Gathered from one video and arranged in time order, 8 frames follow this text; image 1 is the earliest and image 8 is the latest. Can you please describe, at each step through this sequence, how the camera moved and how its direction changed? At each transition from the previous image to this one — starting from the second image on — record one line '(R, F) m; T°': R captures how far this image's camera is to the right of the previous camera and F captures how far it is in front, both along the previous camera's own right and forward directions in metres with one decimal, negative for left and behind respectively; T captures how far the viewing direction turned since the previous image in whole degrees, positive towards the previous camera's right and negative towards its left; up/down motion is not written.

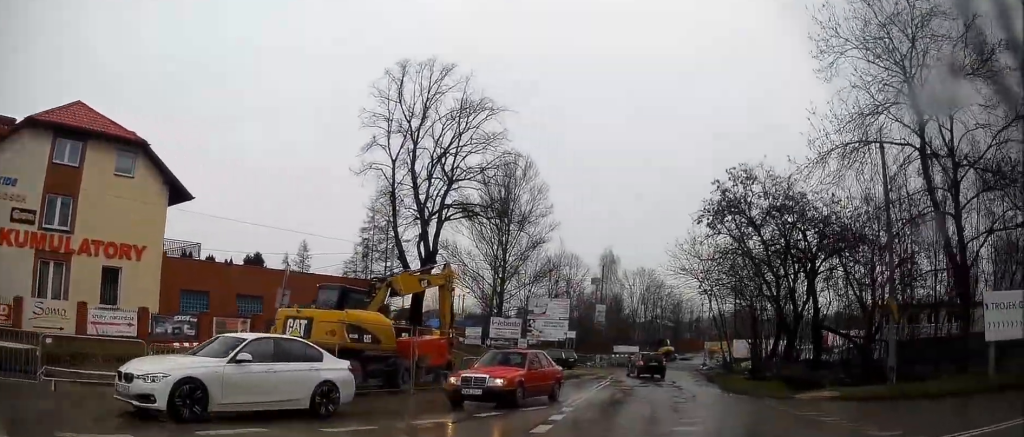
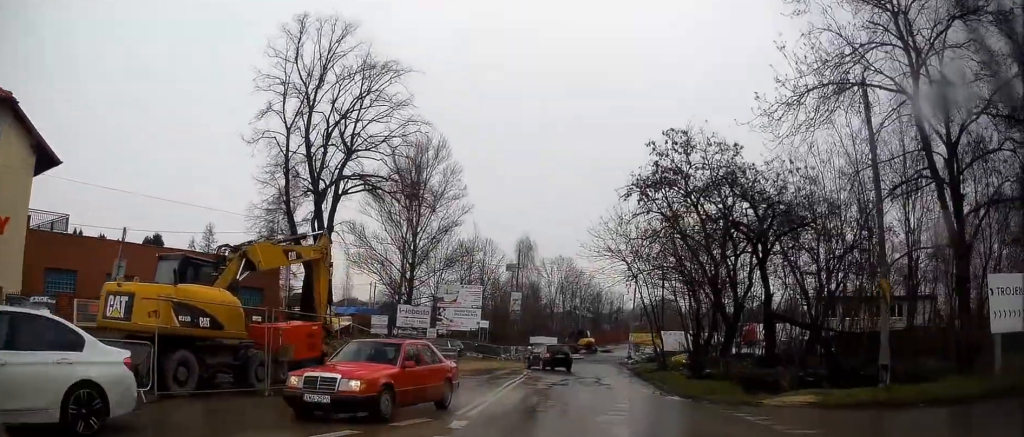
(+0.5, +4.1) m; +8°
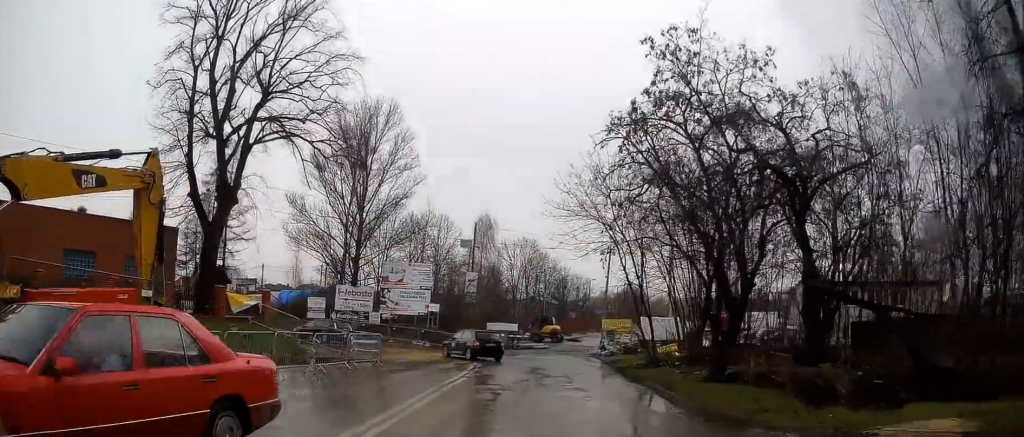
(+0.6, +7.1) m; +6°
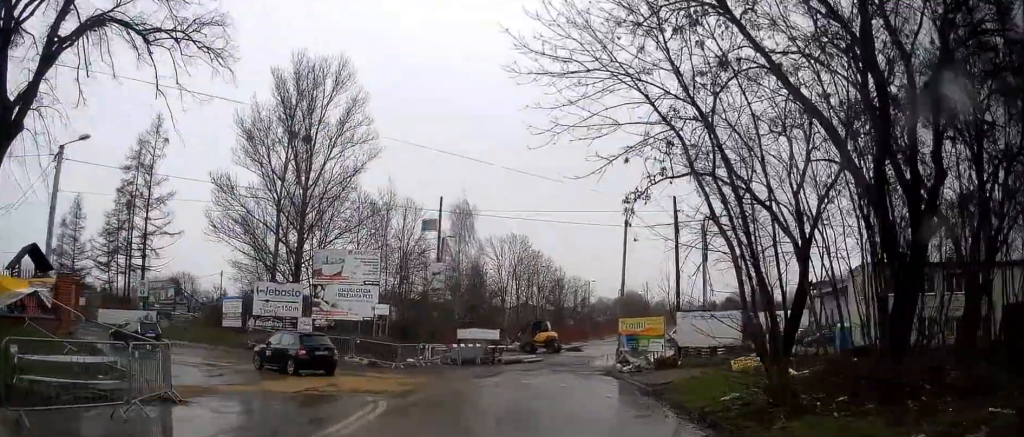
(+0.2, +13.4) m; -2°
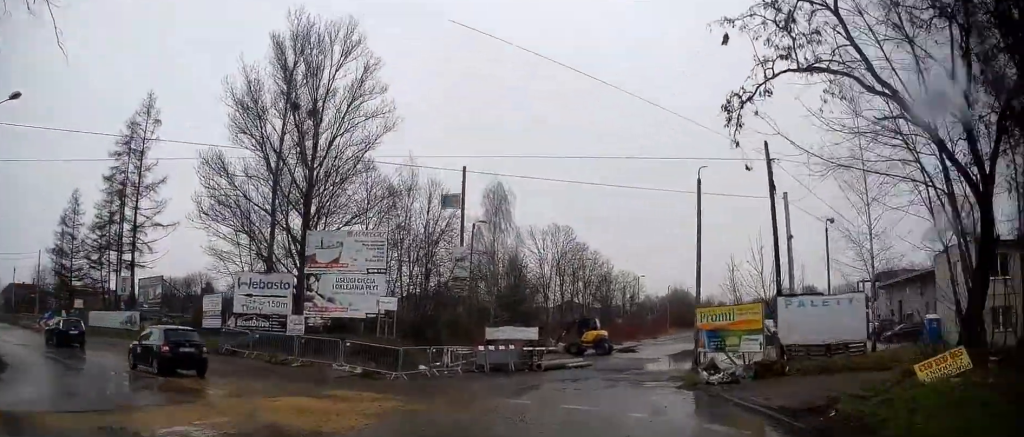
(-0.5, +7.7) m; -8°
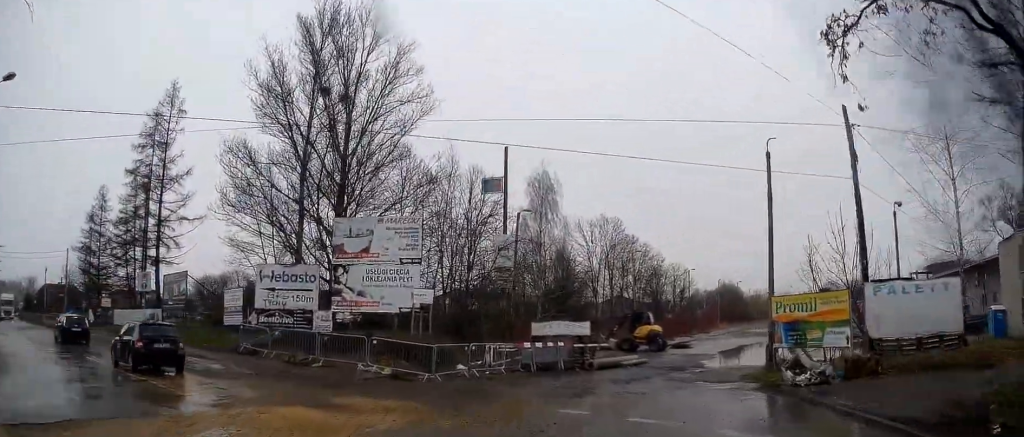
(-0.1, +2.7) m; -4°
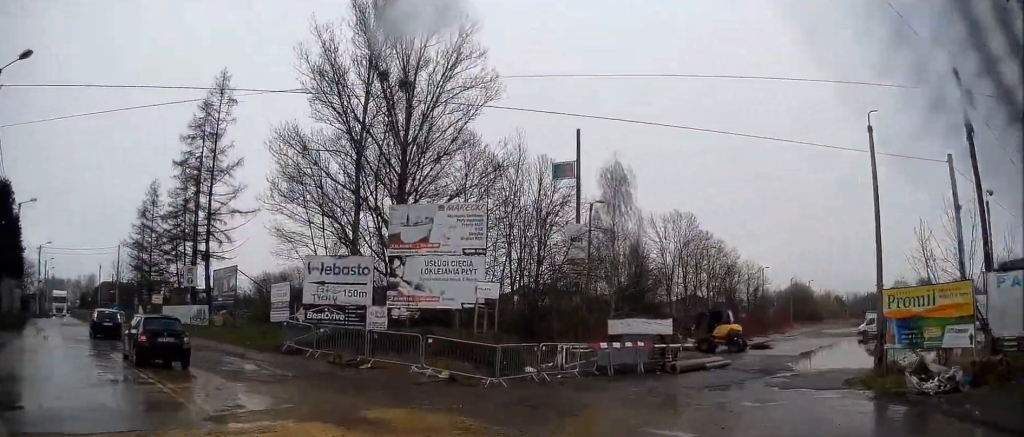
(-0.1, +2.5) m; -5°
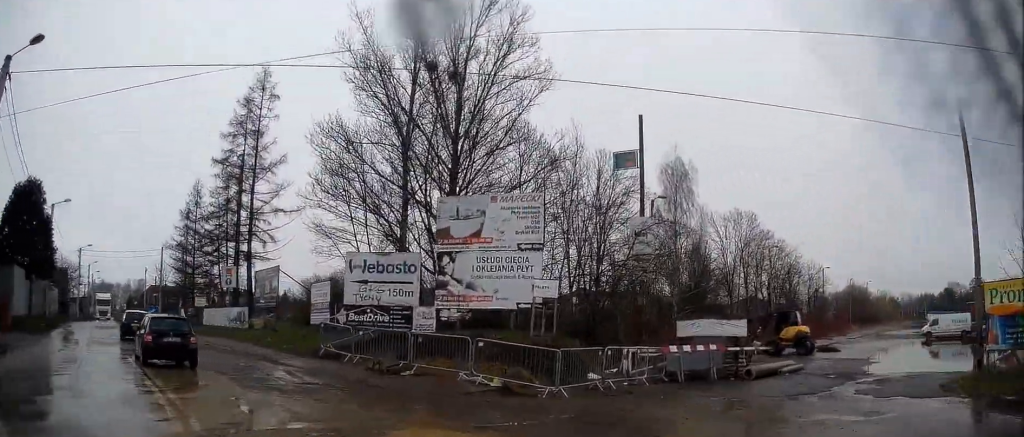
(-0.1, +2.1) m; -5°
